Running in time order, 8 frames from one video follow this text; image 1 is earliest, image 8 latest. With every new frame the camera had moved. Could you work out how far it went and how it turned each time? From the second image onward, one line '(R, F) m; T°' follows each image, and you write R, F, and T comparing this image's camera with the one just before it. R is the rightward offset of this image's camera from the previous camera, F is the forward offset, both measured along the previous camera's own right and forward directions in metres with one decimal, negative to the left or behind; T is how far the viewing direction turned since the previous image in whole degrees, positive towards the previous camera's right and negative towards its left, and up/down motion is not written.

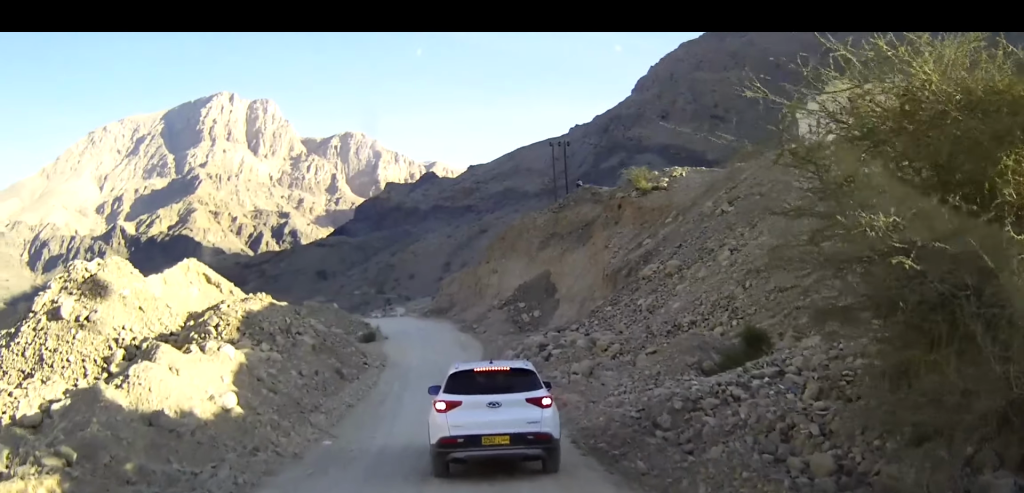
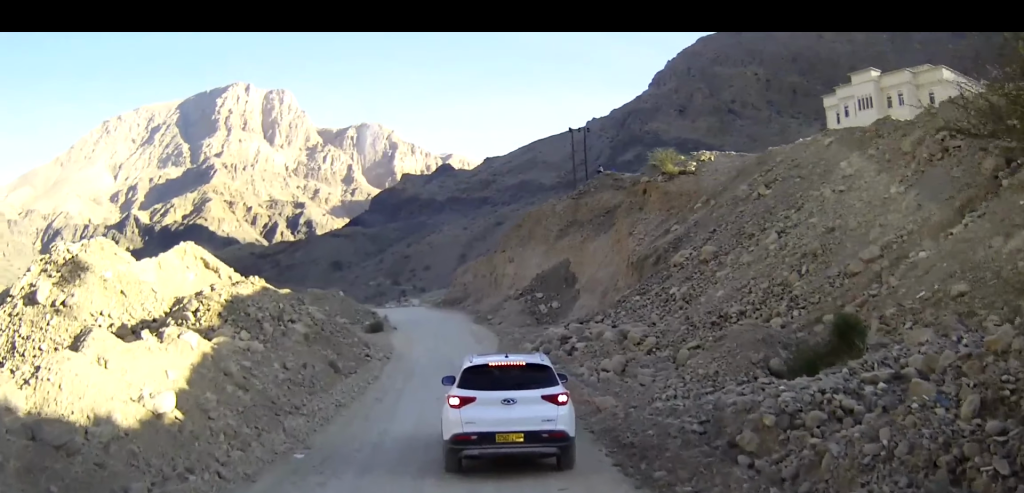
(0.0, +3.1) m; -1°
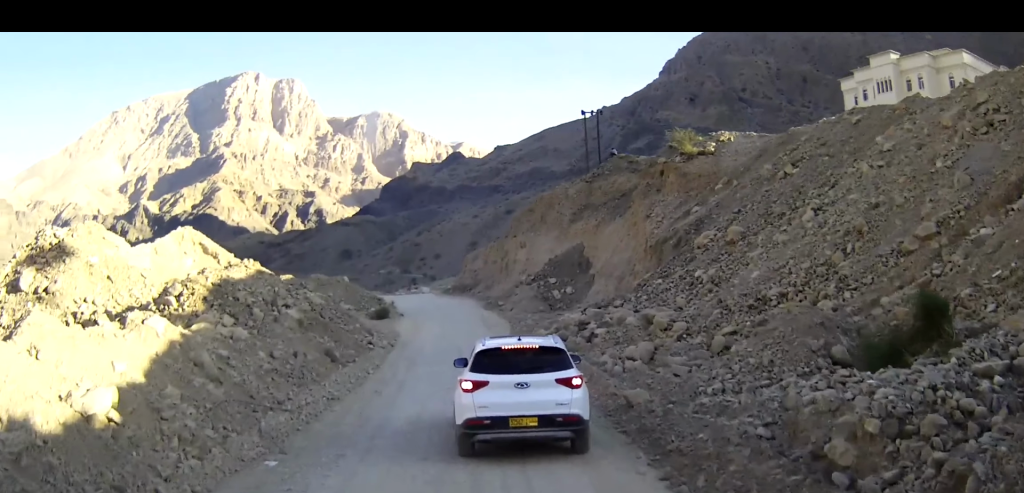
(0.0, +2.1) m; -1°
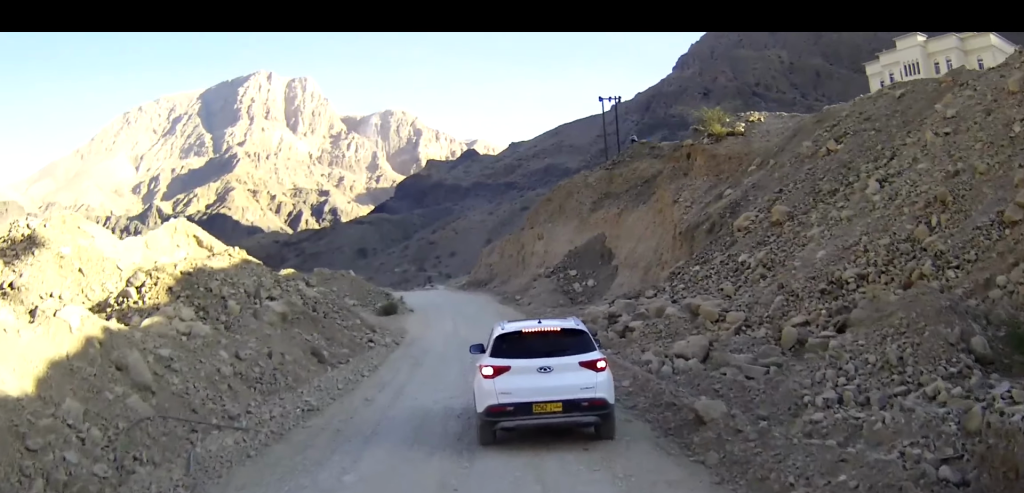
(-0.1, +3.4) m; -3°
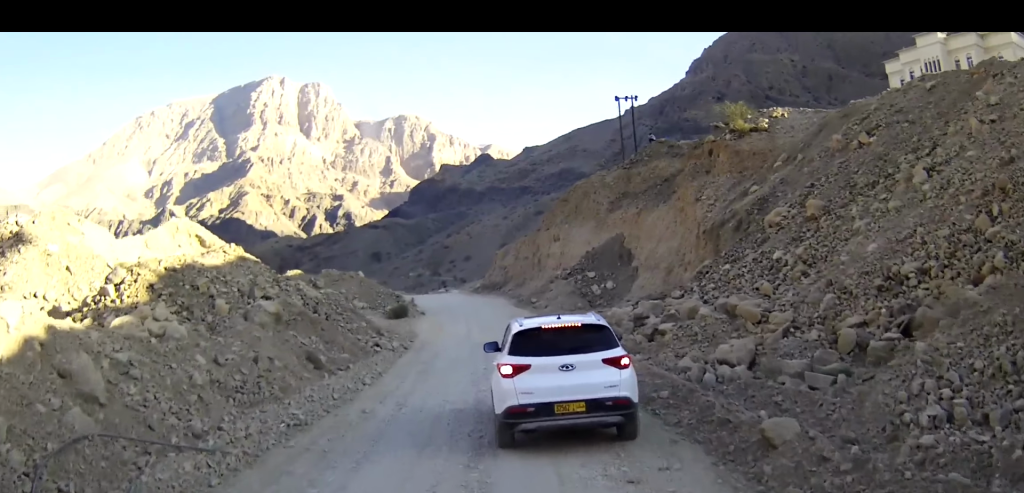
(0.0, +1.7) m; -1°
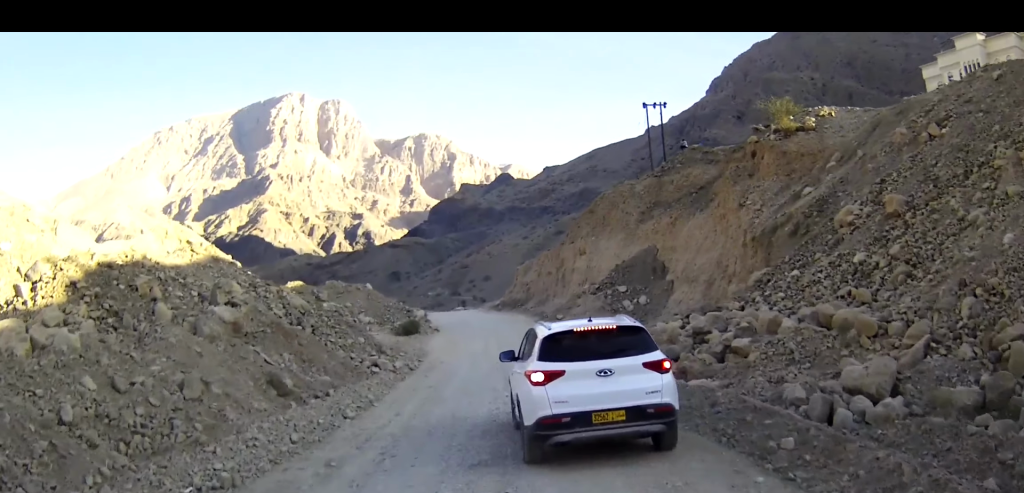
(-0.1, +4.2) m; -1°
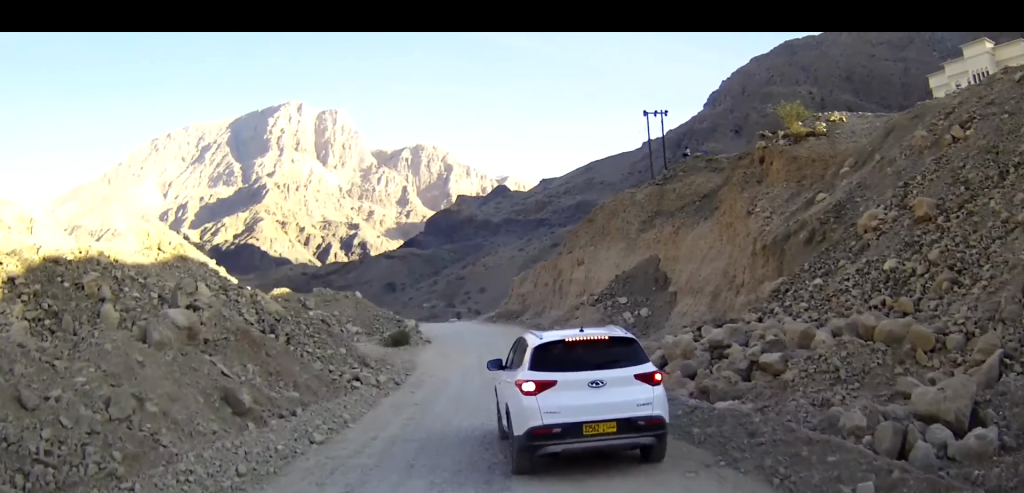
(0.0, +2.2) m; +1°
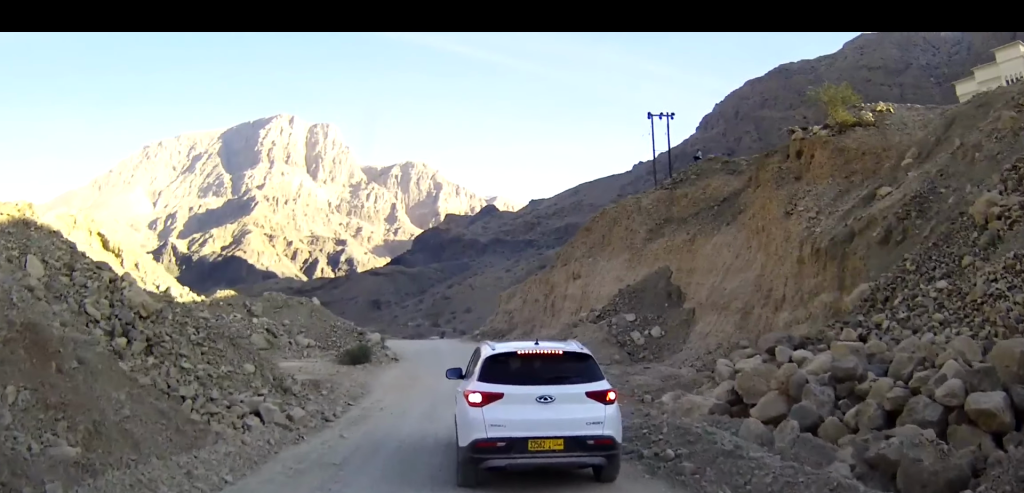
(+0.1, +6.5) m; +2°
